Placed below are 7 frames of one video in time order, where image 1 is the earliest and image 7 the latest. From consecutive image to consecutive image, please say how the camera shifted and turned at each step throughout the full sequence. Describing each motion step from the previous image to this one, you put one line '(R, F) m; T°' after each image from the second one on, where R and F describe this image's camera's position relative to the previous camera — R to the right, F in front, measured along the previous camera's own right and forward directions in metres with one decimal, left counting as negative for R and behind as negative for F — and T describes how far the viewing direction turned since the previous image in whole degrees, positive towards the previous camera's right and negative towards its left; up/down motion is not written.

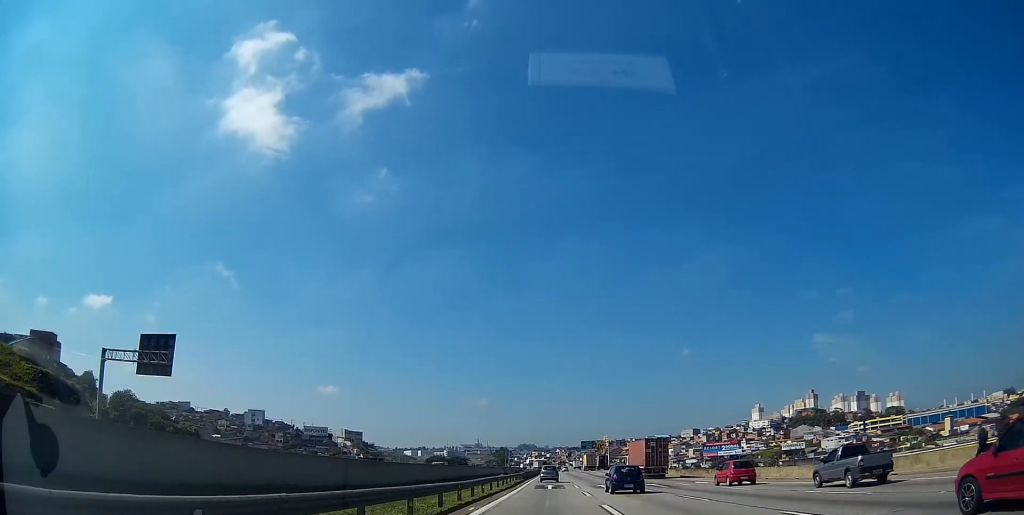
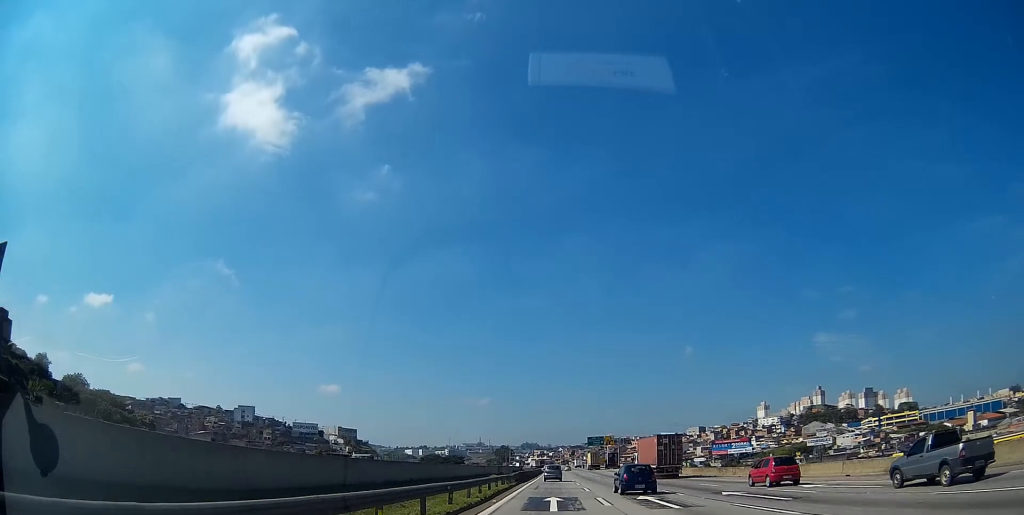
(0.0, +17.4) m; 0°
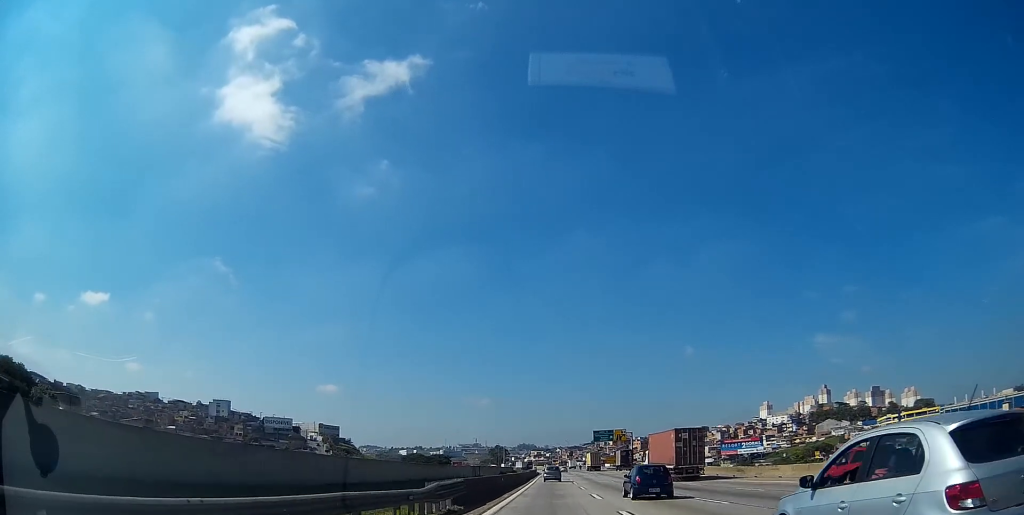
(-0.1, +28.3) m; 0°
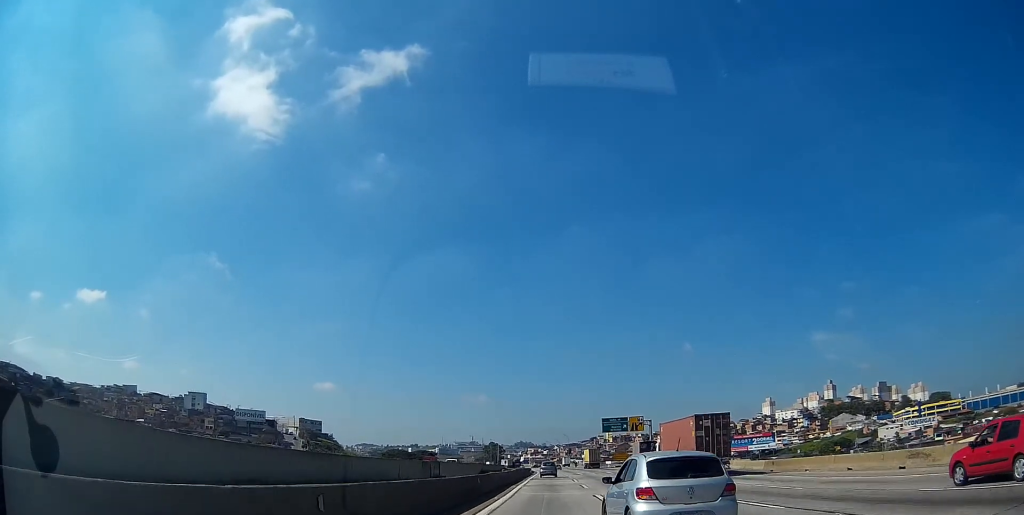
(0.0, +29.7) m; 0°
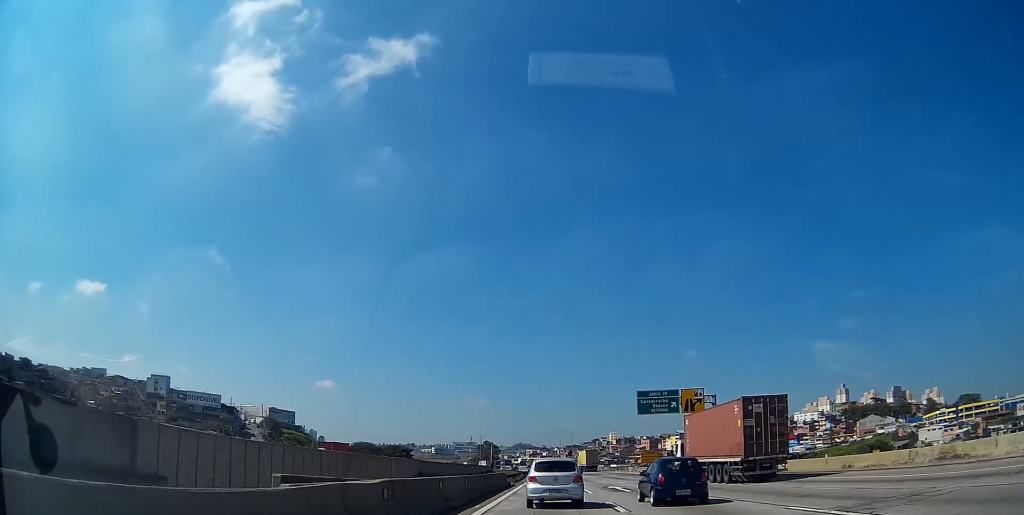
(+0.1, +40.7) m; 0°
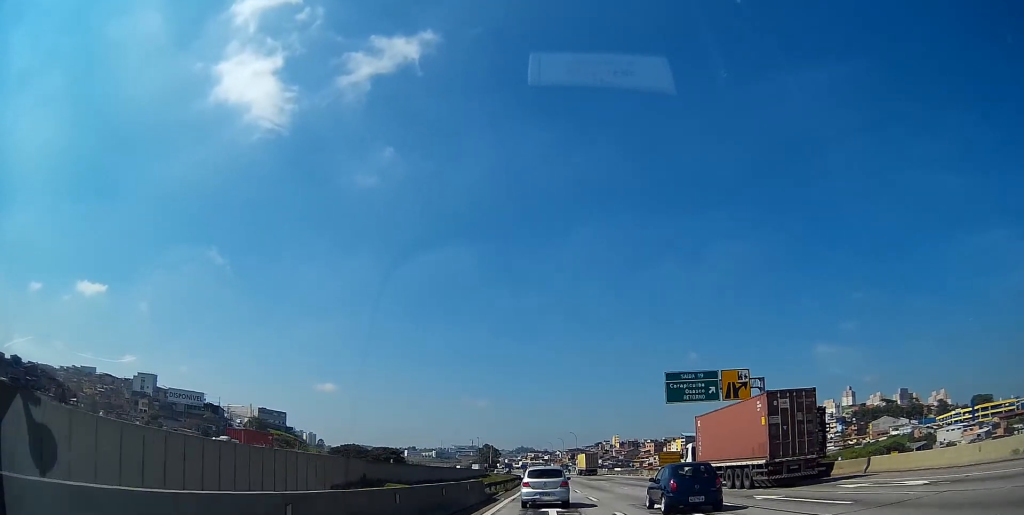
(0.0, +13.6) m; 0°
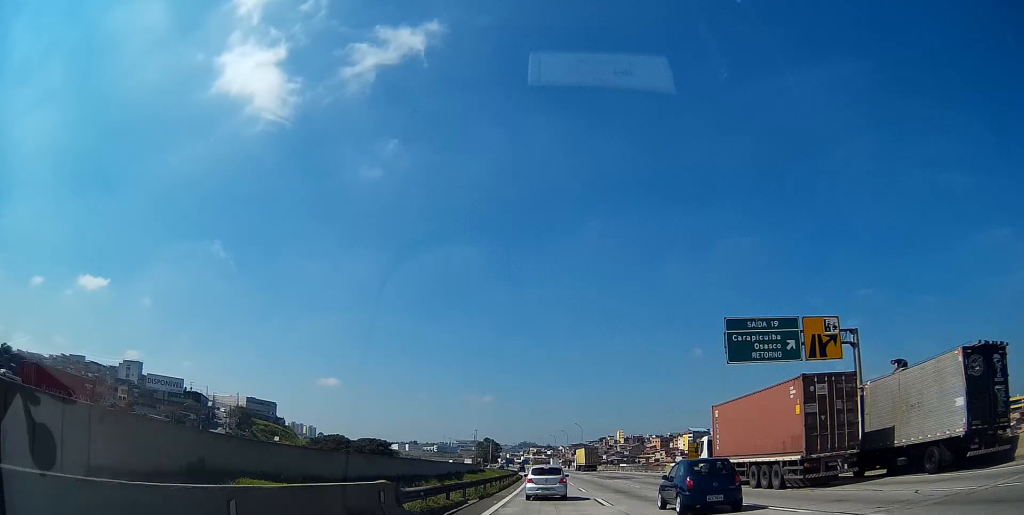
(0.0, +15.2) m; 0°
